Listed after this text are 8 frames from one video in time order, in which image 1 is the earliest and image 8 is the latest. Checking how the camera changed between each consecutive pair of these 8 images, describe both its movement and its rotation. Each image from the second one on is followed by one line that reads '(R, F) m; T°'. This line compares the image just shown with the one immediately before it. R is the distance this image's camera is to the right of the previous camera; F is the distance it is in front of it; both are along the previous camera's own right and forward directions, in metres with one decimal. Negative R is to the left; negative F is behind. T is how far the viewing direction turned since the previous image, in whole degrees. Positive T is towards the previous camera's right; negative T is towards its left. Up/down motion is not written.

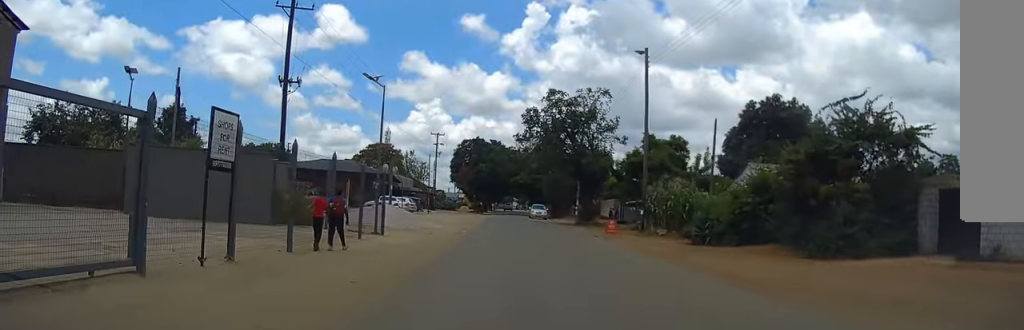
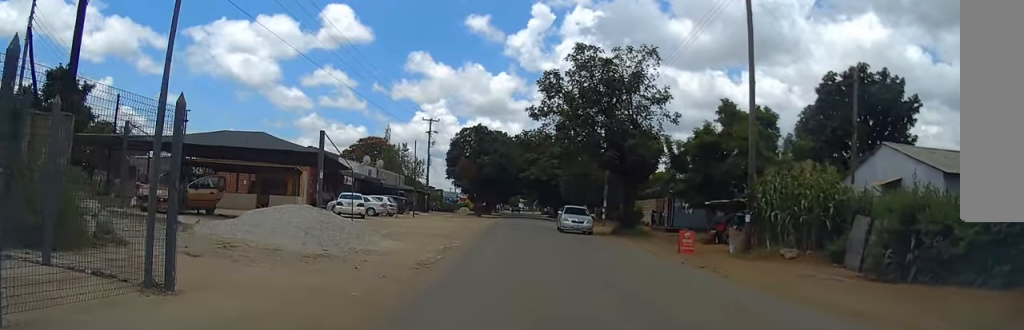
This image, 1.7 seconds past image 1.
(-0.2, +15.6) m; -1°
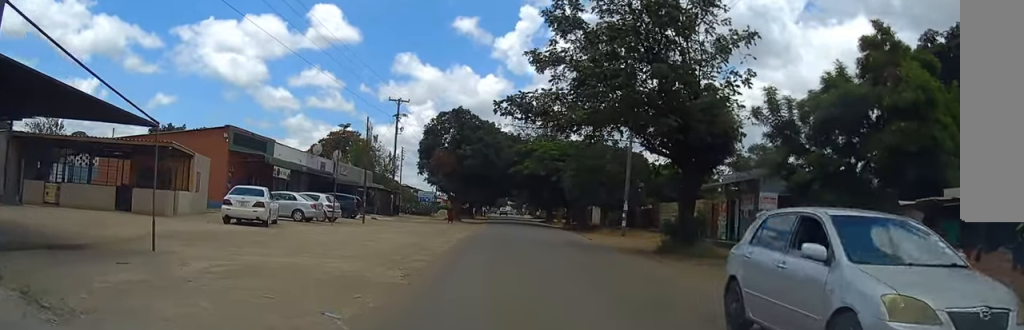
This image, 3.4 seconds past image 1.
(+0.2, +14.7) m; +1°
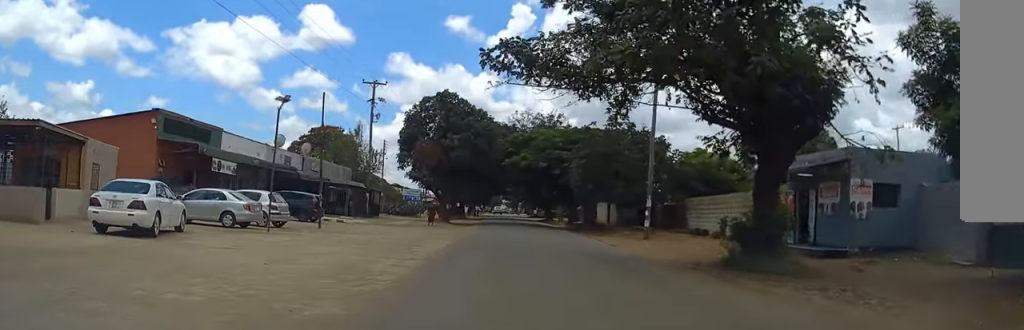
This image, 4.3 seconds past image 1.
(0.0, +8.3) m; +1°
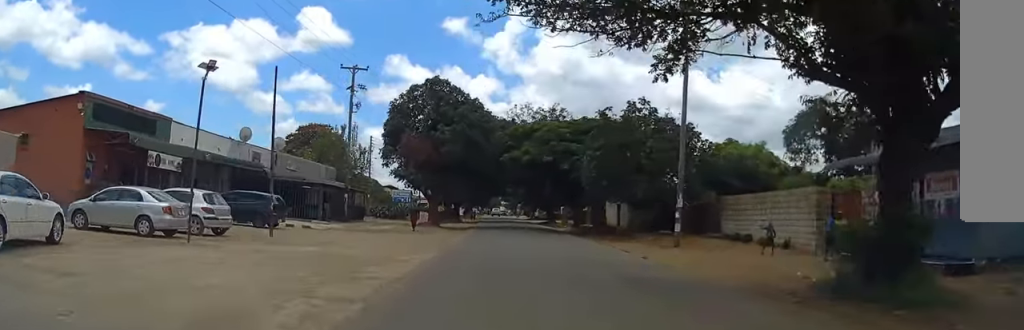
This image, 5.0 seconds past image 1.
(+0.1, +6.3) m; 0°
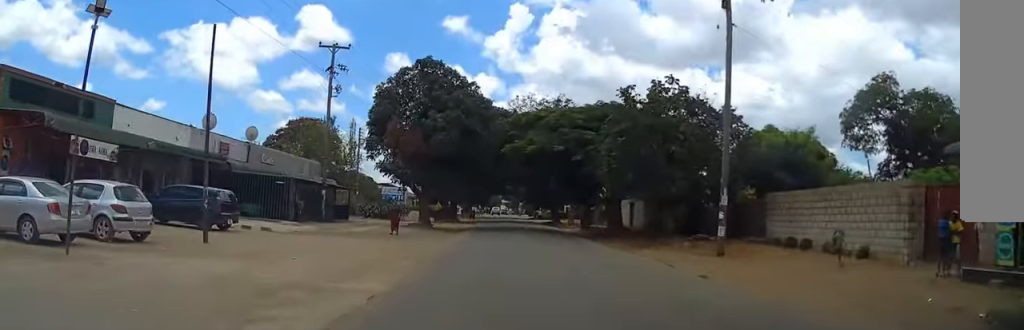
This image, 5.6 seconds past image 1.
(-0.1, +5.6) m; 0°
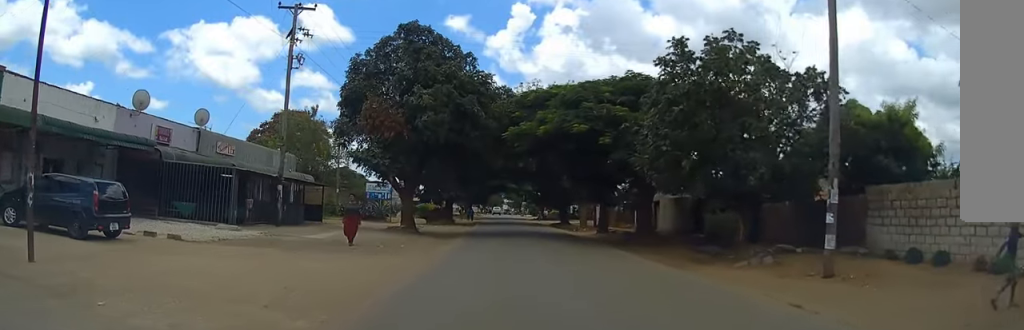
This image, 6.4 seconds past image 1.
(0.0, +7.8) m; 0°
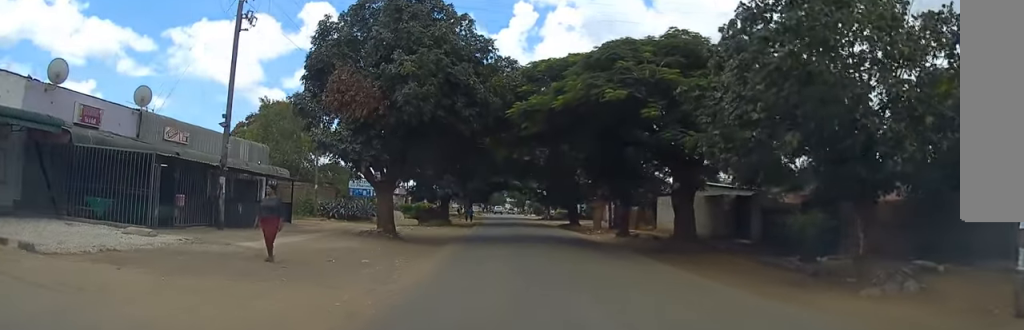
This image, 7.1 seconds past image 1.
(0.0, +6.7) m; 0°
